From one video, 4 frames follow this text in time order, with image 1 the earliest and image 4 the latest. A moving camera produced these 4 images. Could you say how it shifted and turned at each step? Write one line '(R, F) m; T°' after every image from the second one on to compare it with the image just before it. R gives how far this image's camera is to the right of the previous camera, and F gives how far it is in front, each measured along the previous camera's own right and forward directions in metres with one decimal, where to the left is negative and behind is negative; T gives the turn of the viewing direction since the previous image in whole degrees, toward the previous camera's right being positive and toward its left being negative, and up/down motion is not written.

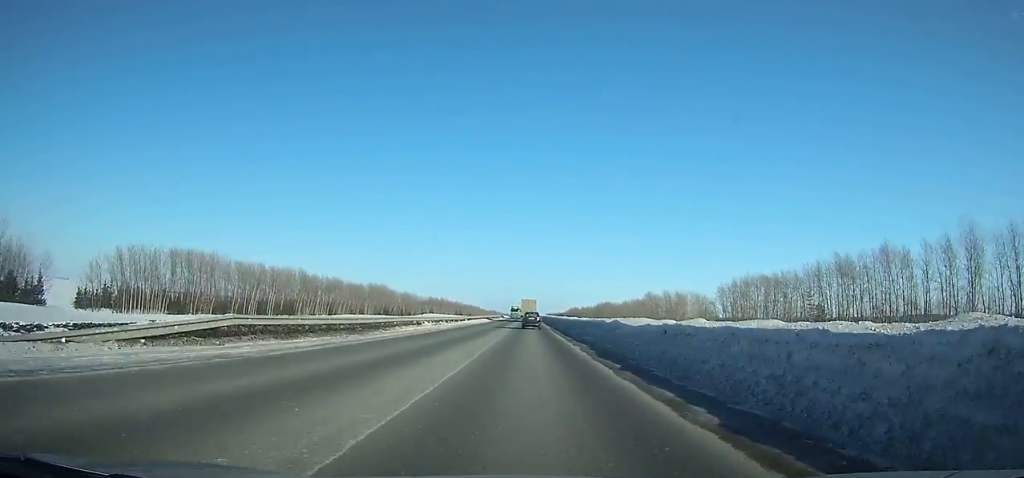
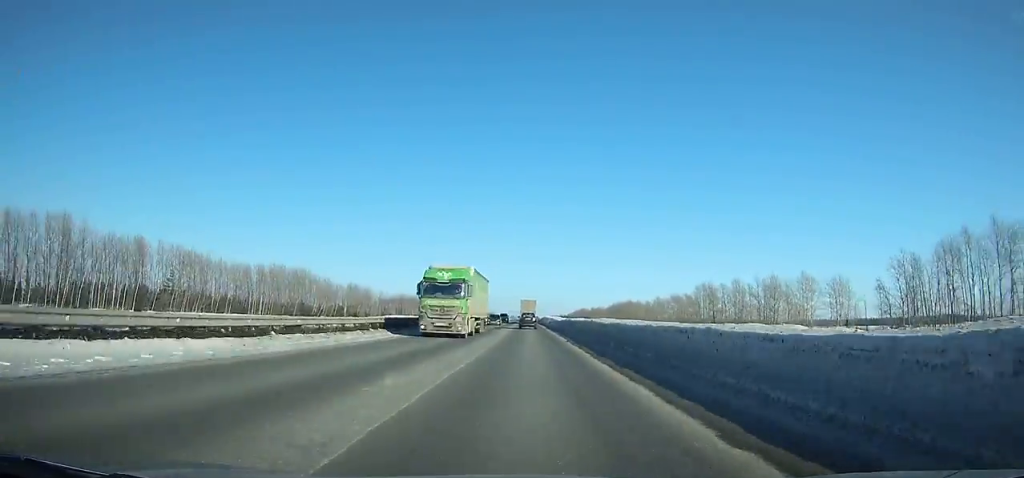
(+0.6, +100.6) m; 0°
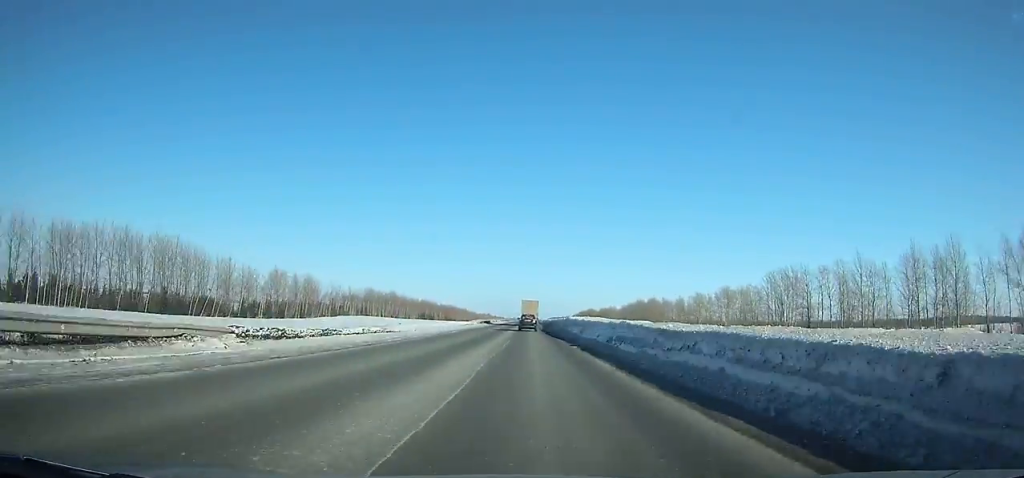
(-0.4, +67.7) m; 0°
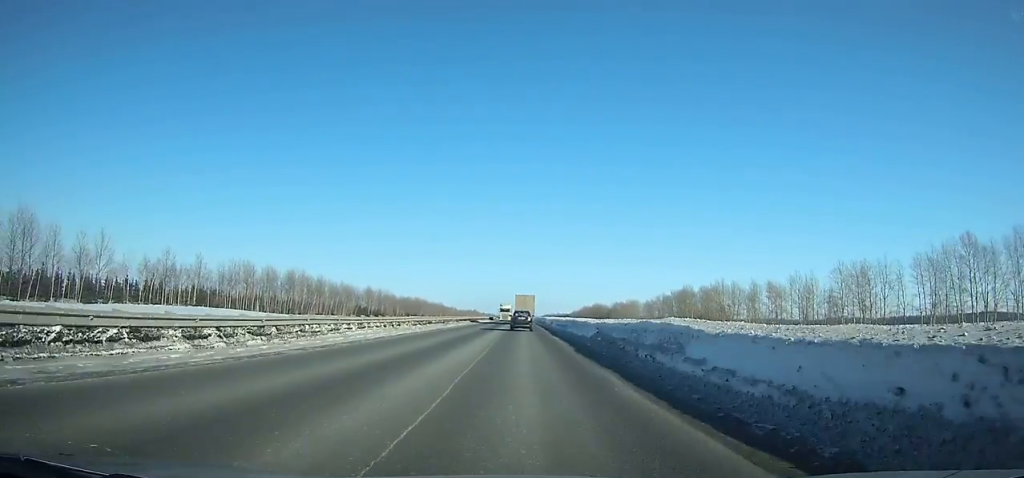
(+0.2, +119.5) m; 0°
